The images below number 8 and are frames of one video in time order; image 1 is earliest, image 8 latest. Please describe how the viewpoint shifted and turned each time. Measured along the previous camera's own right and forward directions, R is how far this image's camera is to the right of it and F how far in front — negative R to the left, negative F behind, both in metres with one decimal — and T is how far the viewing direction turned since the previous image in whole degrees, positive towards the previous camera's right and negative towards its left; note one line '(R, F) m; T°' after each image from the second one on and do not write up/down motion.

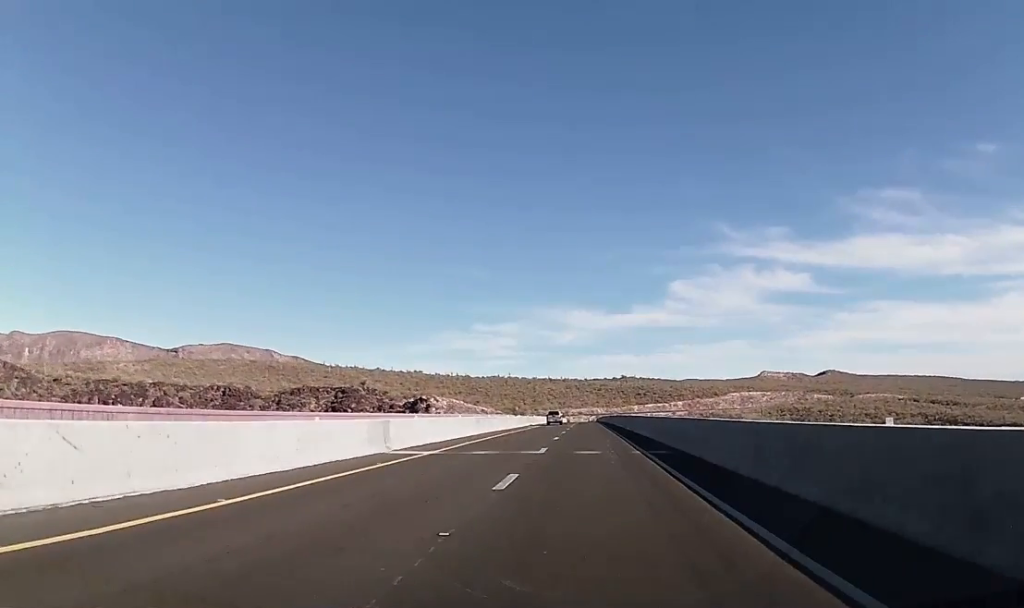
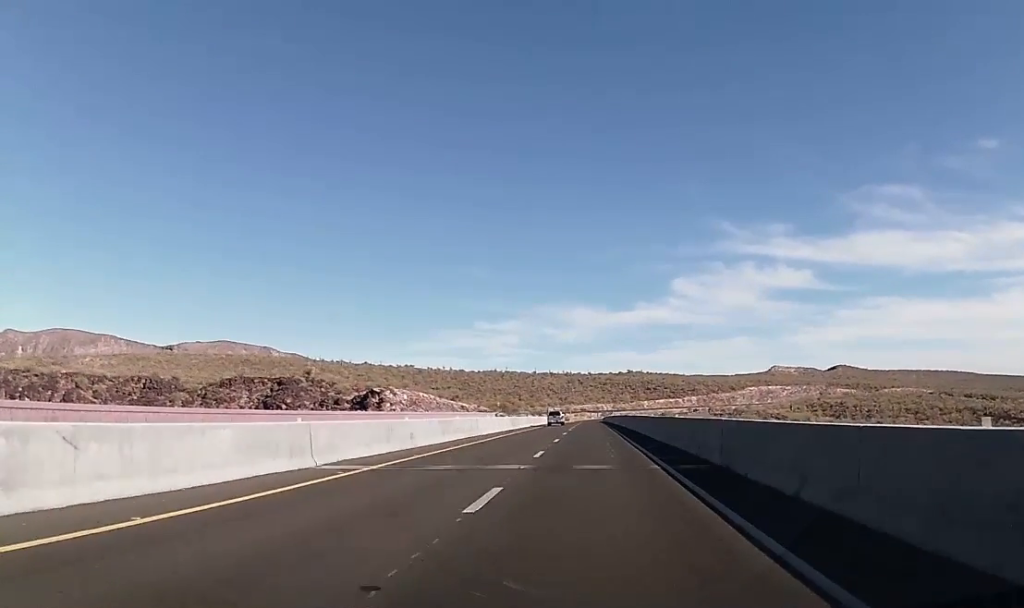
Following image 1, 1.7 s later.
(0.0, +63.7) m; 0°
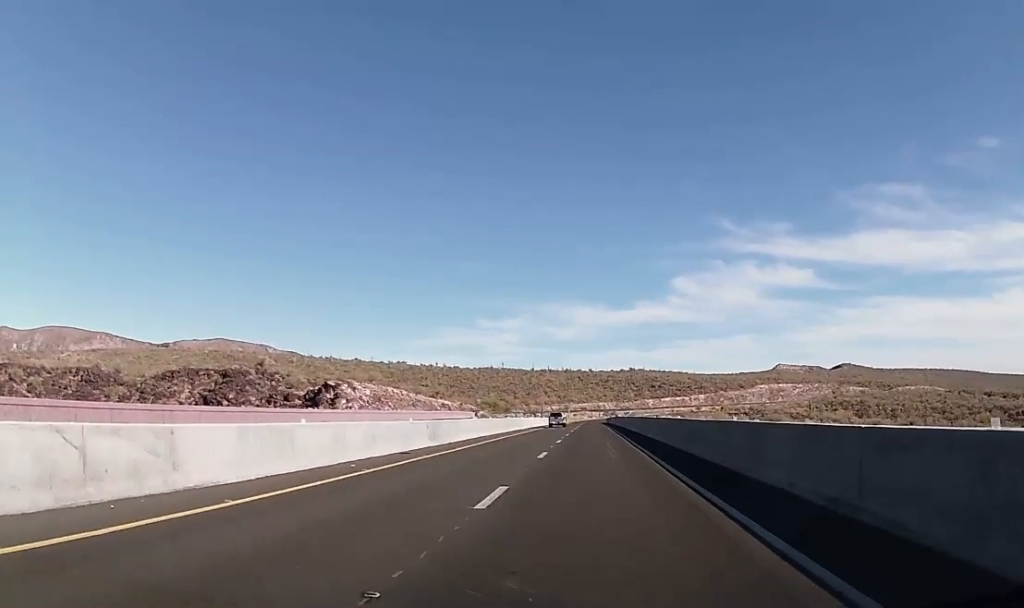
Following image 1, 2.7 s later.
(0.0, +37.5) m; 0°
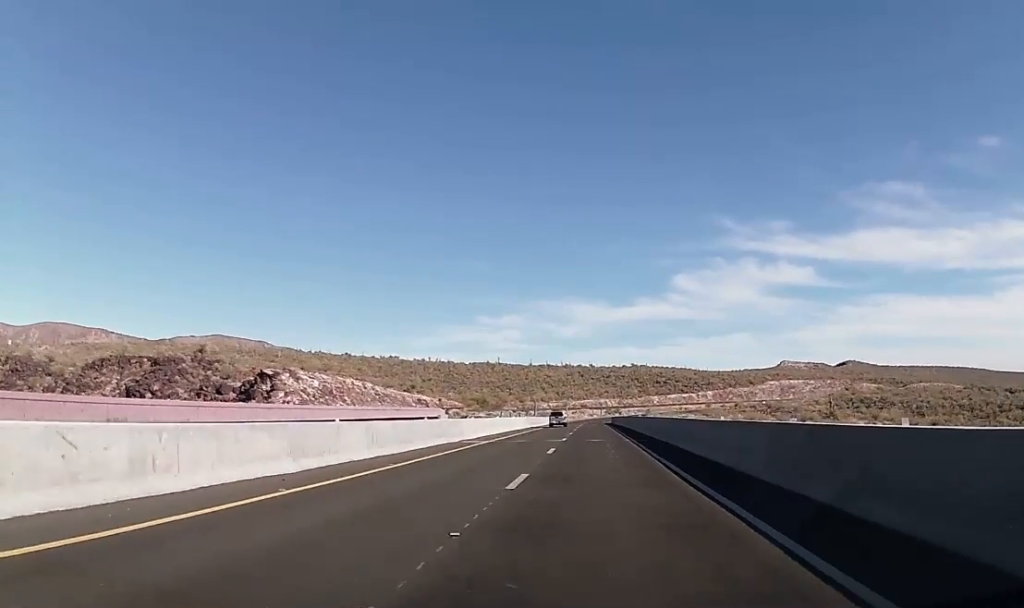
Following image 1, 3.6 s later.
(0.0, +33.8) m; 0°
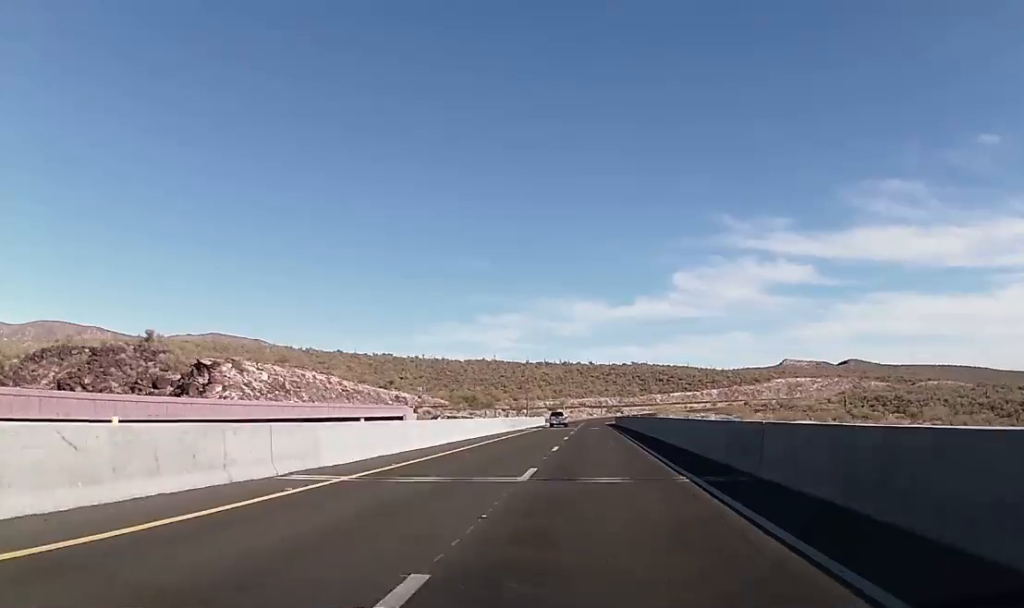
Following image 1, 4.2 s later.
(0.0, +22.7) m; 0°
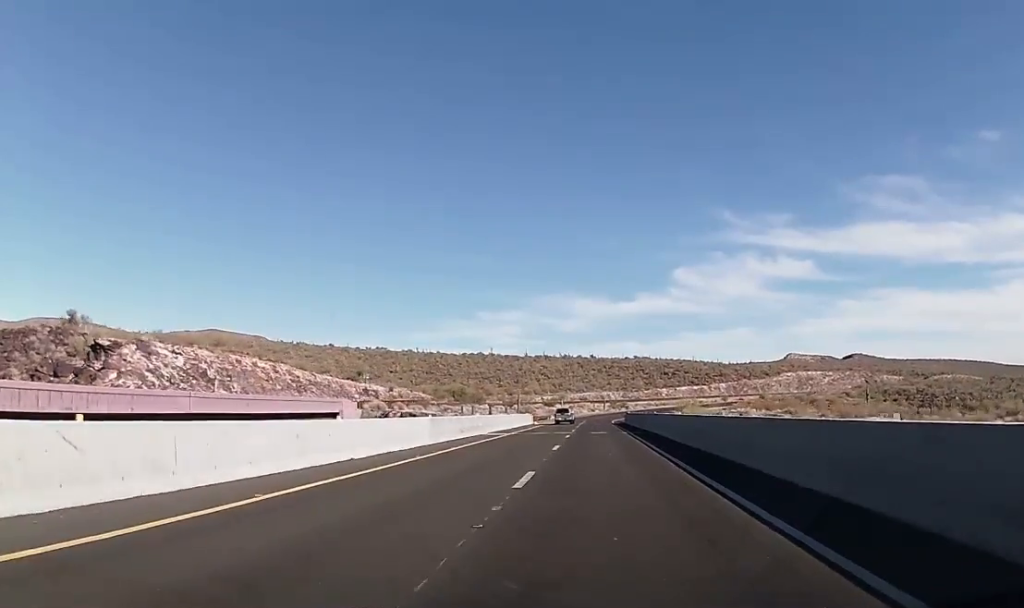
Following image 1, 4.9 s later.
(0.0, +26.3) m; 0°
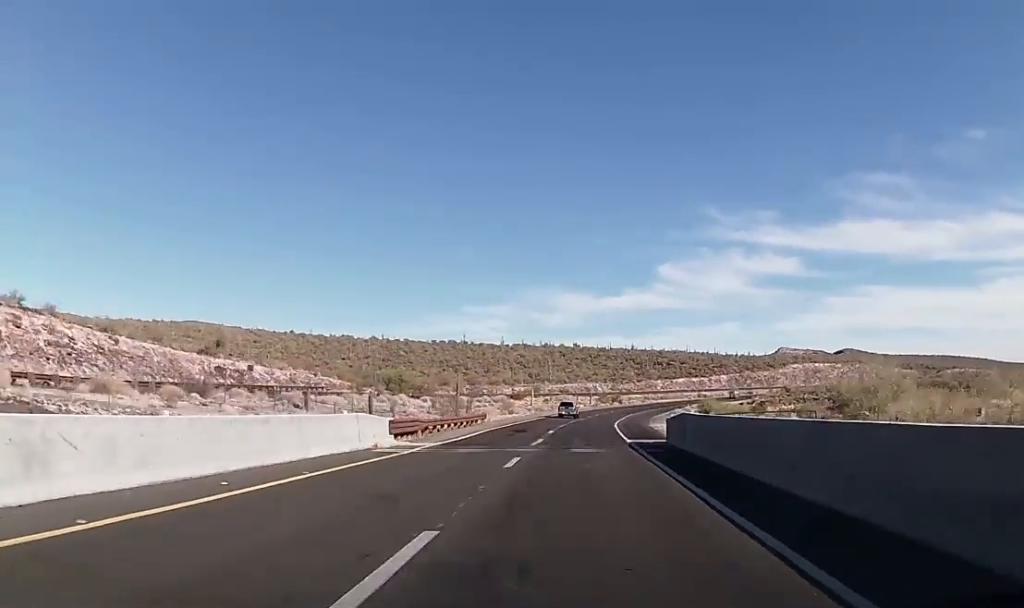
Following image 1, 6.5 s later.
(0.0, +58.7) m; 0°
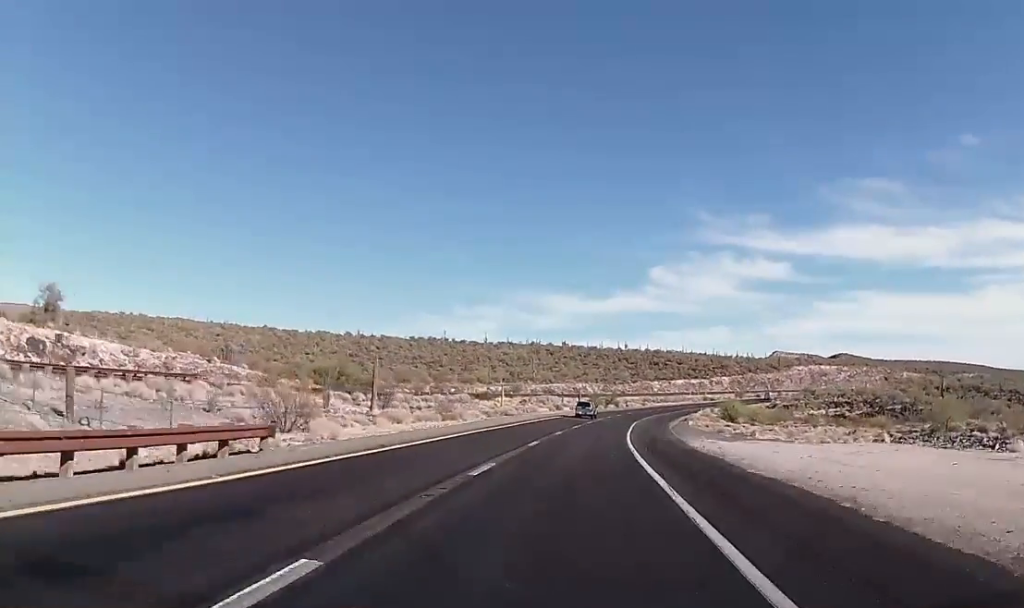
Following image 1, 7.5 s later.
(0.0, +36.7) m; 0°
